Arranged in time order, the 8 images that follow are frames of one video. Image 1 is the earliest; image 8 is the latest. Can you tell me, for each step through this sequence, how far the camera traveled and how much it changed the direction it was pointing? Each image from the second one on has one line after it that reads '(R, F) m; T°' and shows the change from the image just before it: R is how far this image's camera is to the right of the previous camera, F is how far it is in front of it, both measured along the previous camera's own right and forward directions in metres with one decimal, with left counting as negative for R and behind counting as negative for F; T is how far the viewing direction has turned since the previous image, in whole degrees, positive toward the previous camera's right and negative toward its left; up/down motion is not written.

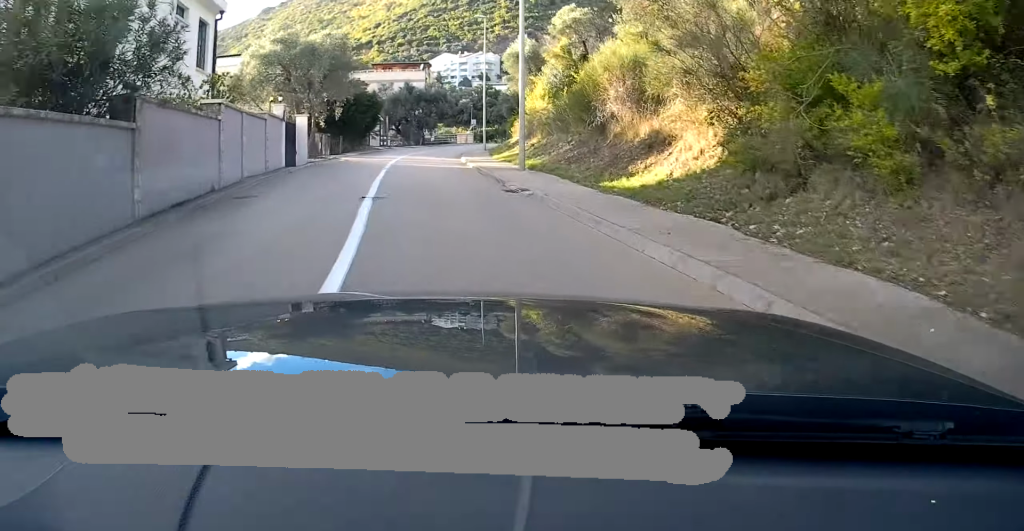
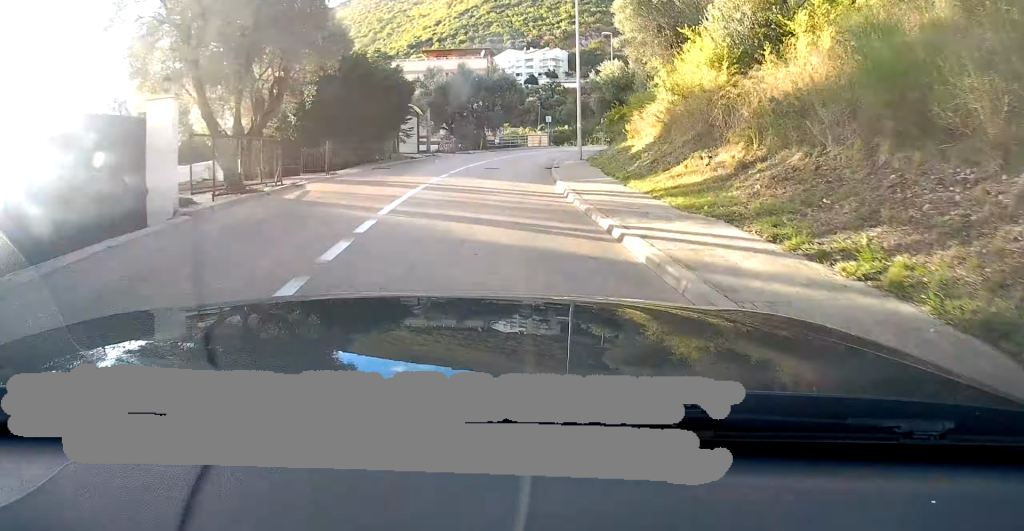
(-1.0, +18.6) m; -2°
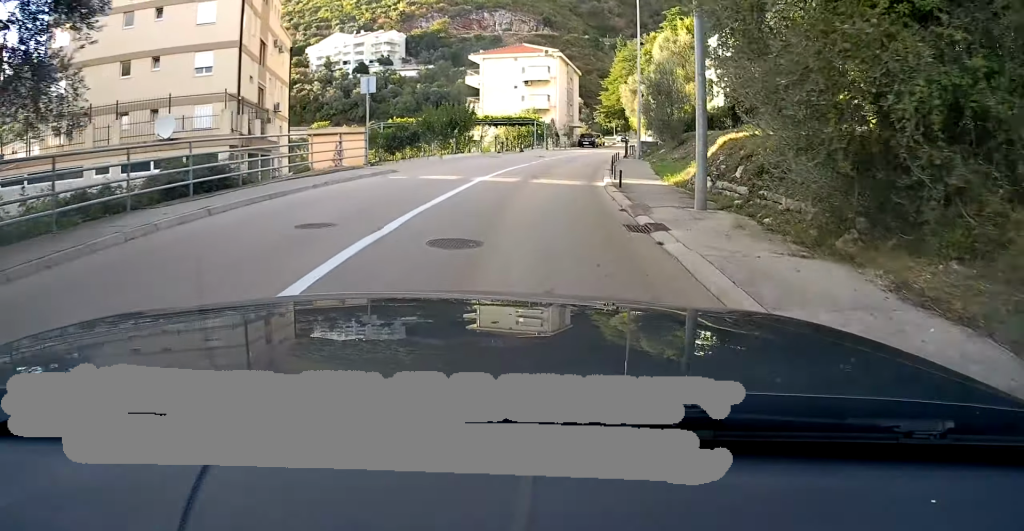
(+2.9, +45.7) m; +14°
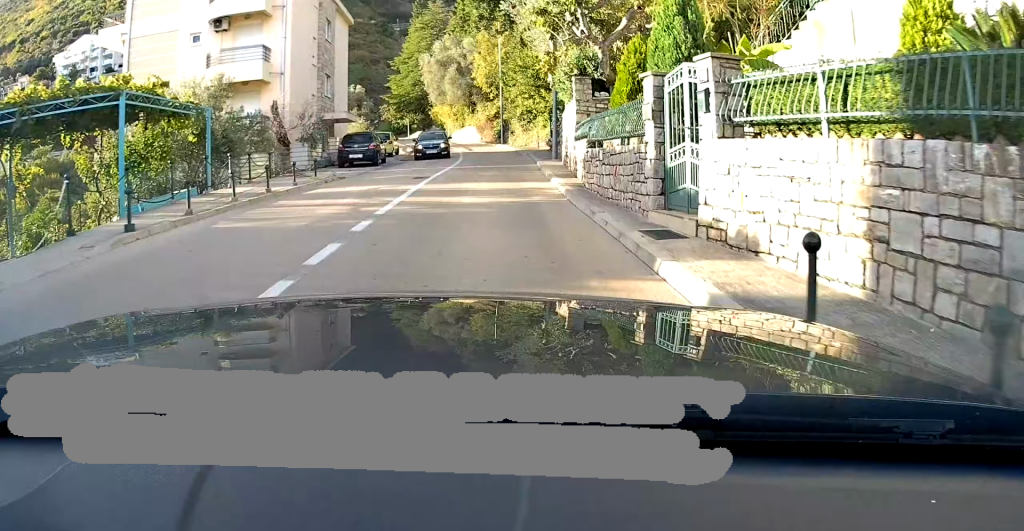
(+5.7, +39.1) m; +10°
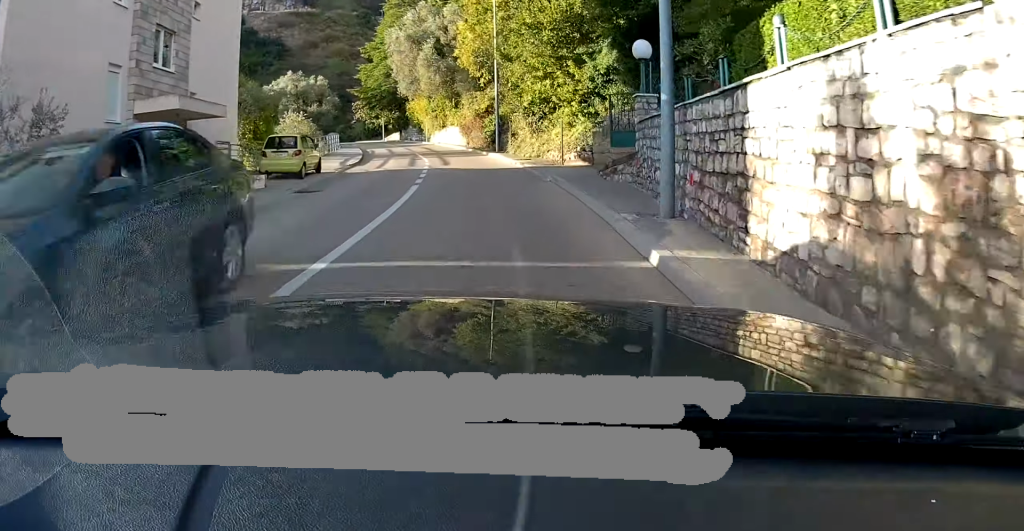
(+0.2, +18.1) m; 0°
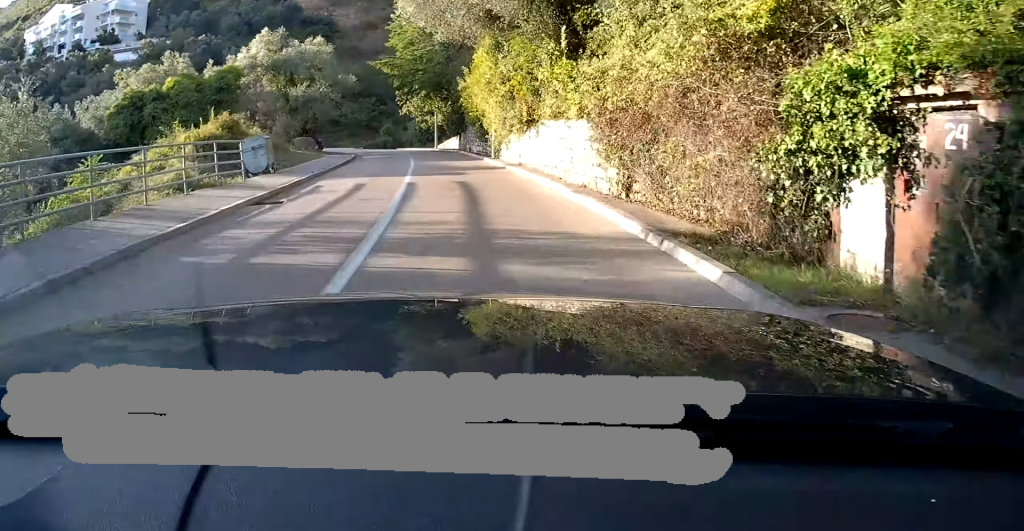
(0.0, +32.3) m; -5°
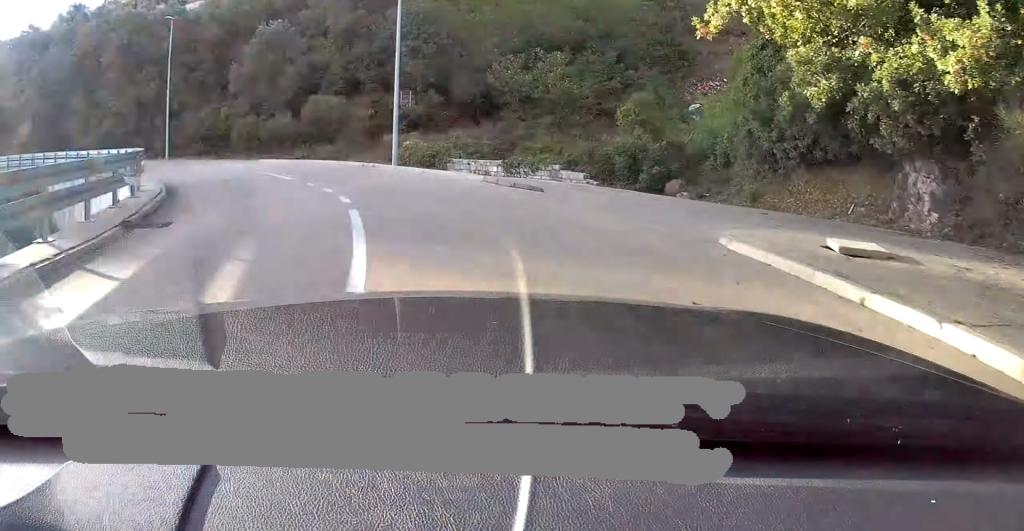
(-11.9, +48.9) m; -36°
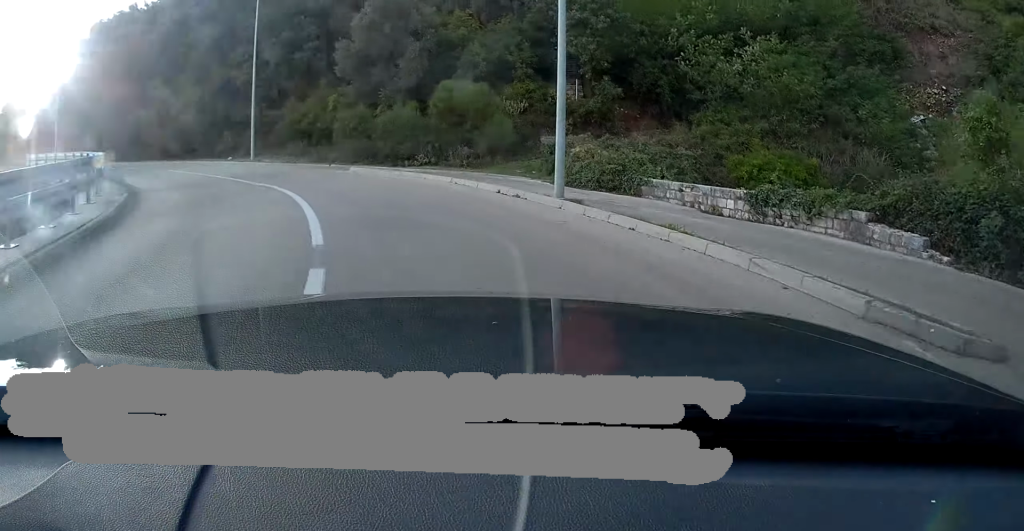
(-1.3, +10.9) m; -14°
